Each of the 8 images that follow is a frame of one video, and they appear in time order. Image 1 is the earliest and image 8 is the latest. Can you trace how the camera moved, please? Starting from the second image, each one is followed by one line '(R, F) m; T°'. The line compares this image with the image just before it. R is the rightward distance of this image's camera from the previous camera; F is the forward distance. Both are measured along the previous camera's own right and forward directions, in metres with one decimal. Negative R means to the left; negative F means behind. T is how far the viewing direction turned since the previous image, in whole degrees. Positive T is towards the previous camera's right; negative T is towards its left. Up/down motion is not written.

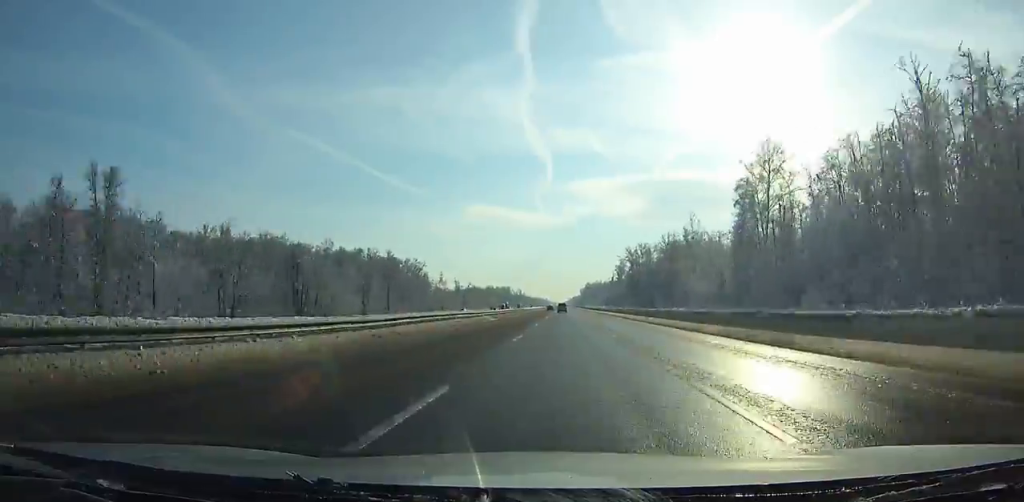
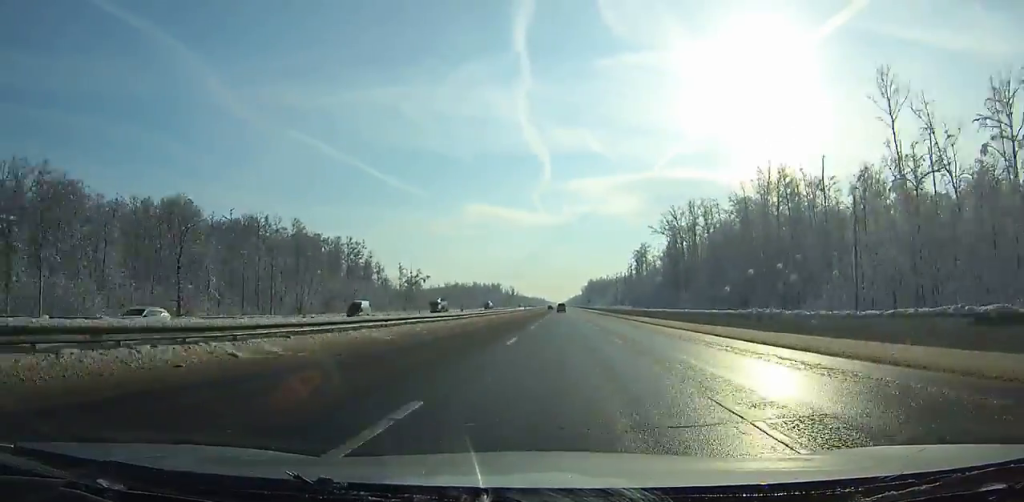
(+0.1, +96.8) m; 0°
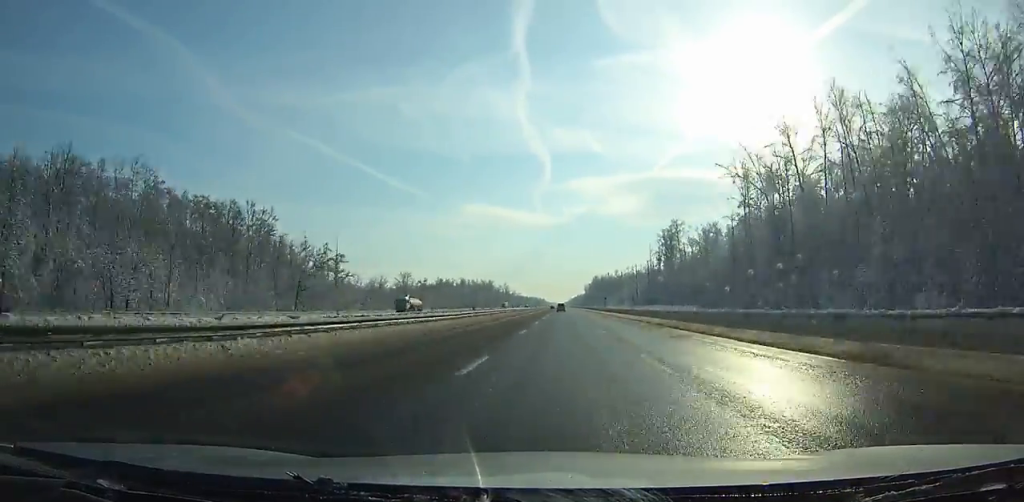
(-0.1, +72.4) m; 0°
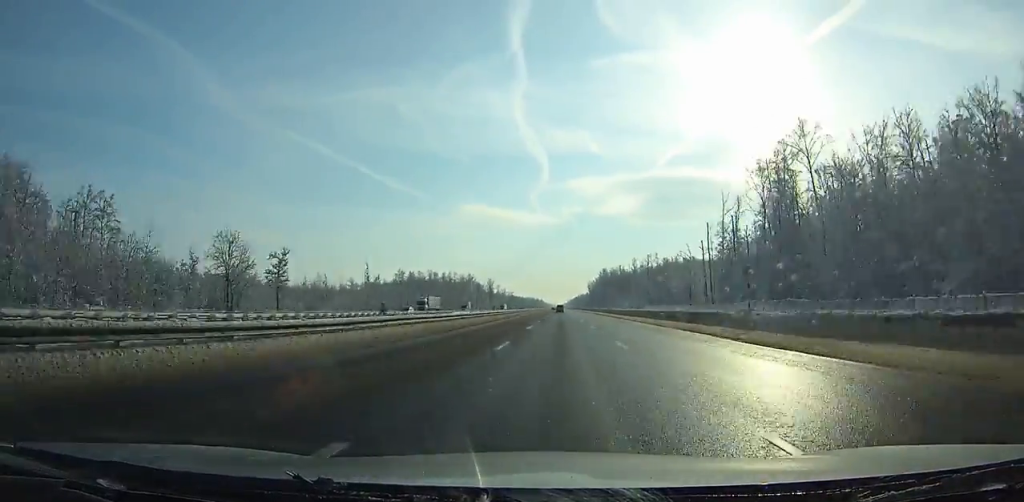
(+0.2, +105.0) m; 0°
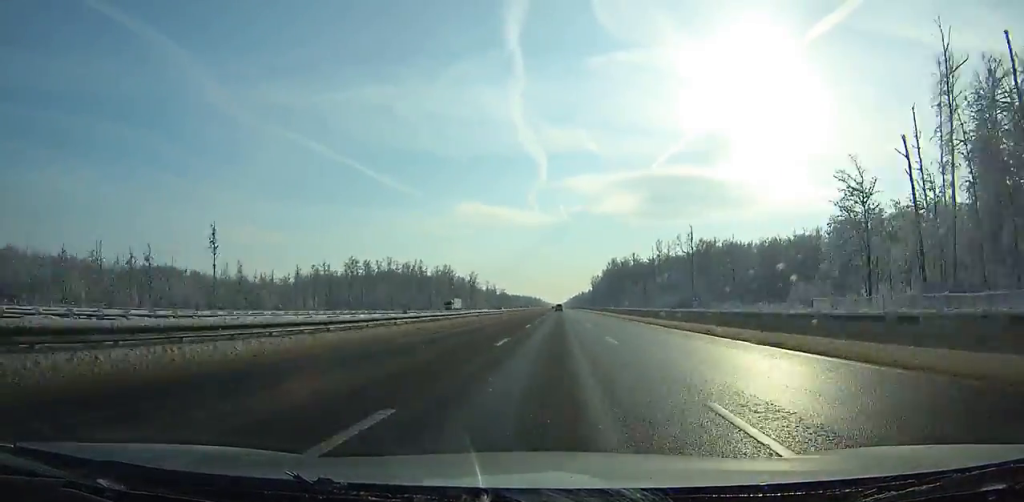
(0.0, +78.2) m; 0°
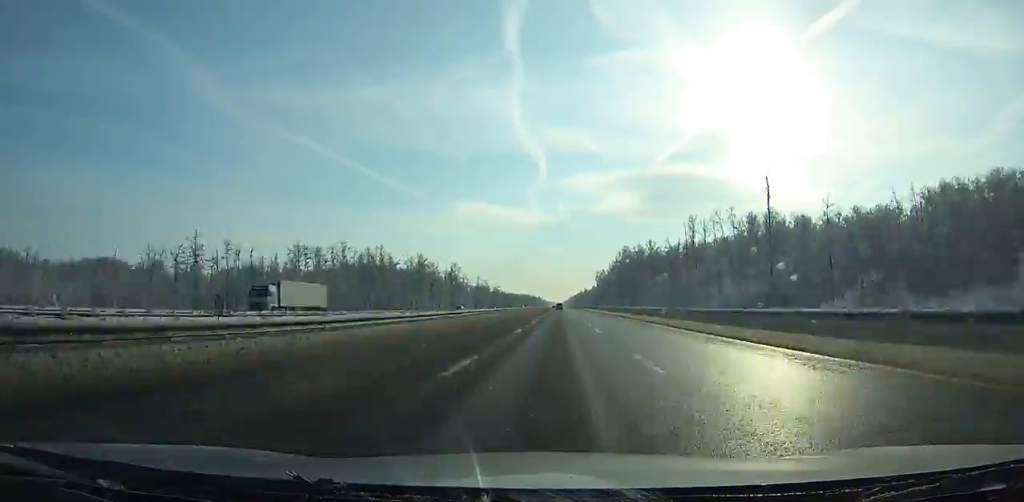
(-0.1, +56.9) m; 0°
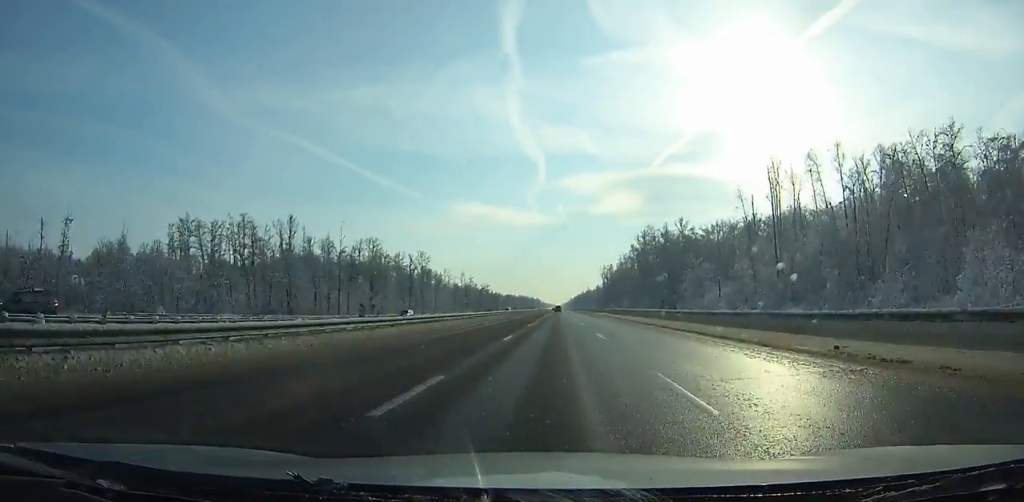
(-0.1, +68.1) m; 0°
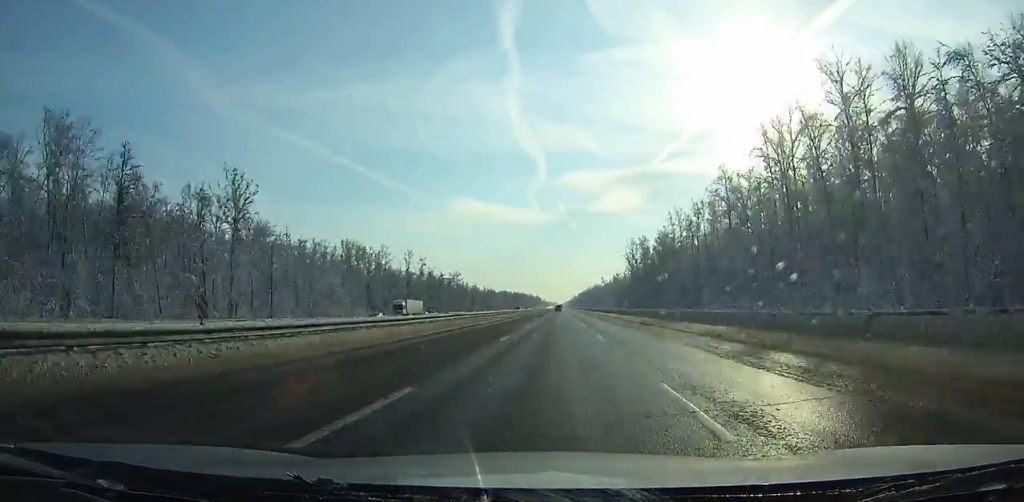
(-0.1, +129.6) m; 0°
